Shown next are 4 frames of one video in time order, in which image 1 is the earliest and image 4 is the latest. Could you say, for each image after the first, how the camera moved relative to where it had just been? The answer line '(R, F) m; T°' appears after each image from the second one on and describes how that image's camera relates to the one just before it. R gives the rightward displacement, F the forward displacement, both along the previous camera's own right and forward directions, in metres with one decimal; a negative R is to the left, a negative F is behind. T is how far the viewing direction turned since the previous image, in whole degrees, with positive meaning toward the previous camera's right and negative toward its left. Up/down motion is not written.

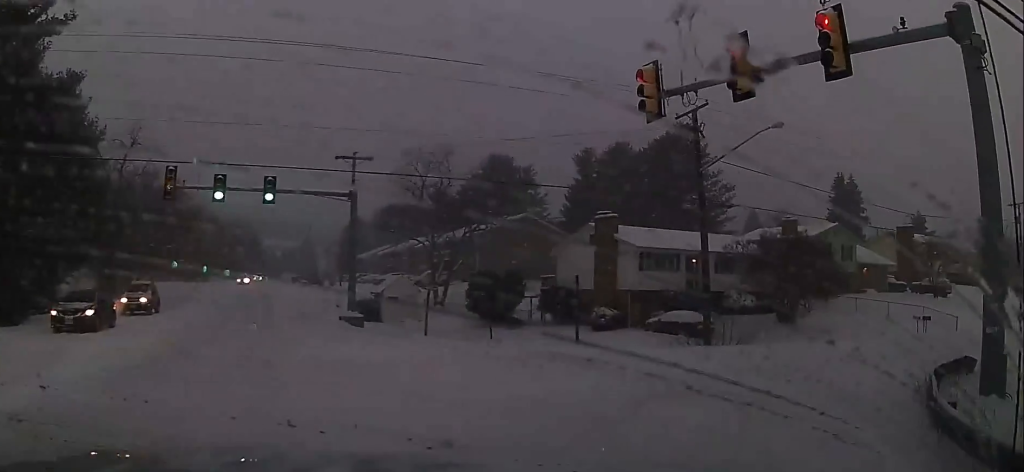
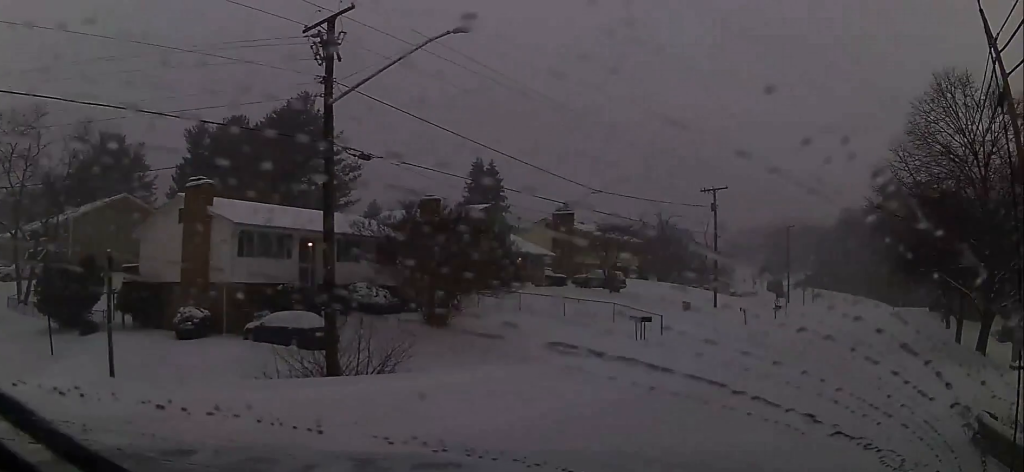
(+2.5, +10.6) m; +31°
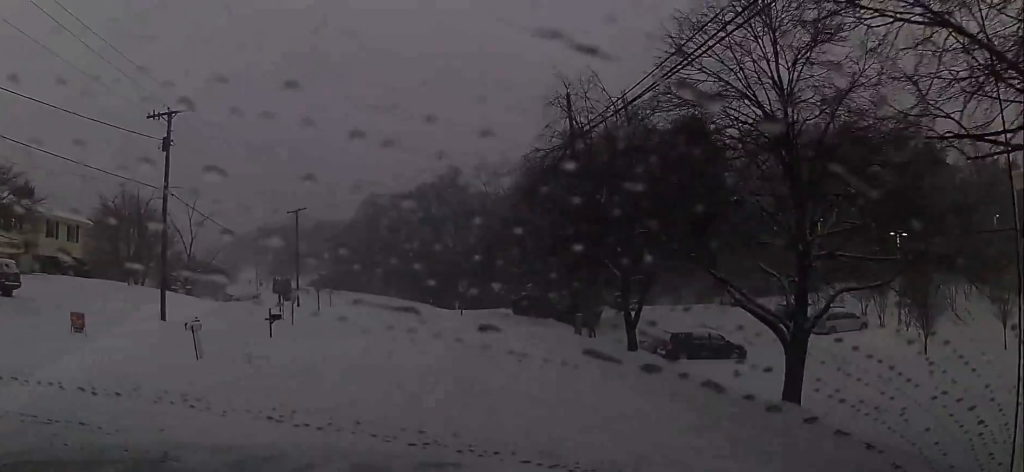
(+11.2, +20.1) m; +45°
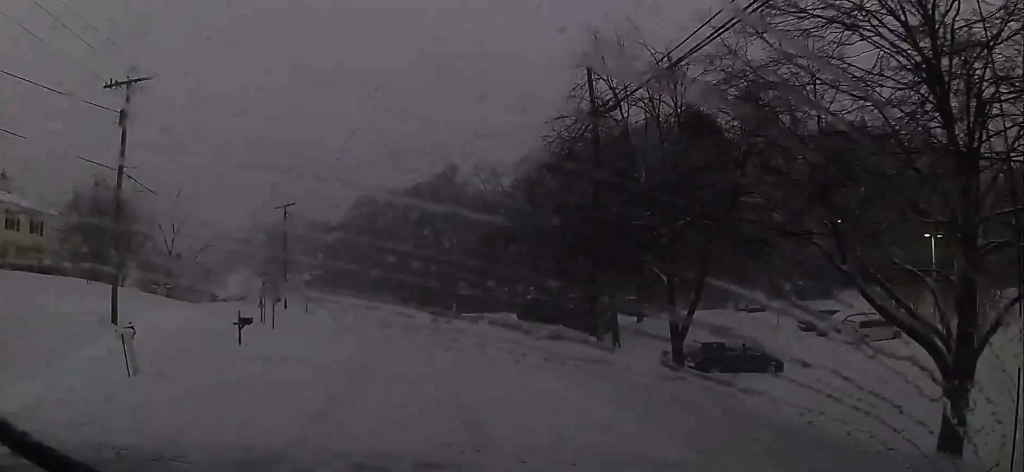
(+0.3, +4.7) m; -1°
